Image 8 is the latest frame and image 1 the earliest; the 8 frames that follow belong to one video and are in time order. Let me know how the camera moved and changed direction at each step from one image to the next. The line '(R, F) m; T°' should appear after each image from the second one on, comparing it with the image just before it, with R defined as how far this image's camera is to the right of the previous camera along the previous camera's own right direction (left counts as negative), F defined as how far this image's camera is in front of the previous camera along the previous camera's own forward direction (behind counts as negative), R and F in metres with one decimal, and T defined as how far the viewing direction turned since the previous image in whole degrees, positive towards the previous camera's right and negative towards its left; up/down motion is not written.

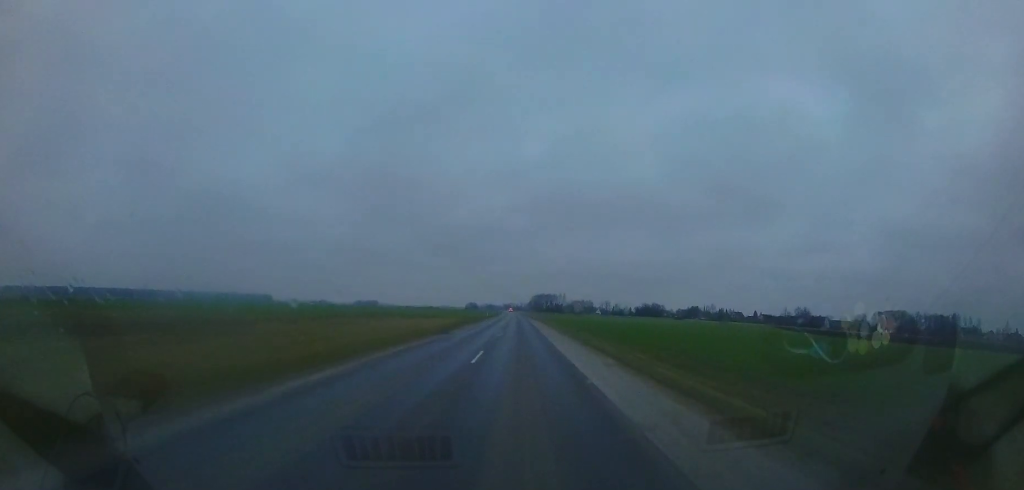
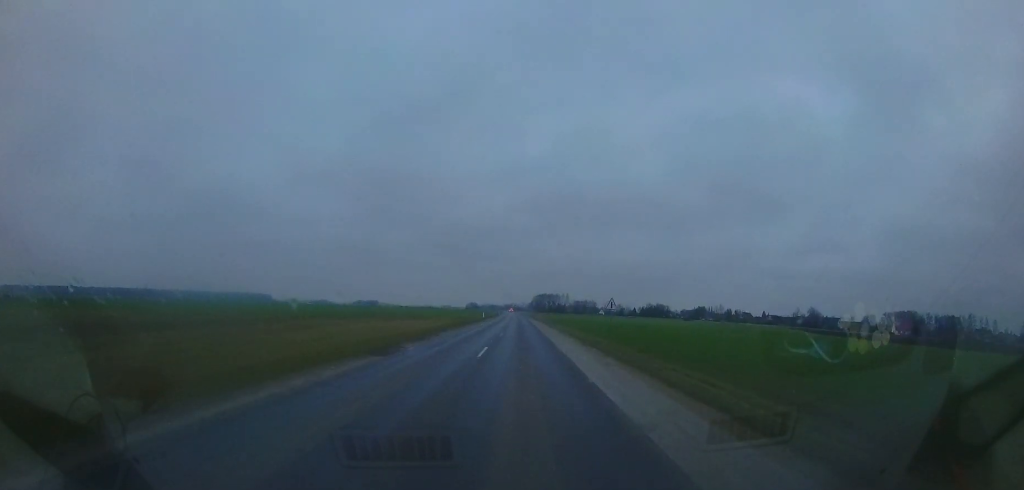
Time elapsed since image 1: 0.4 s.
(-0.1, +10.8) m; +1°
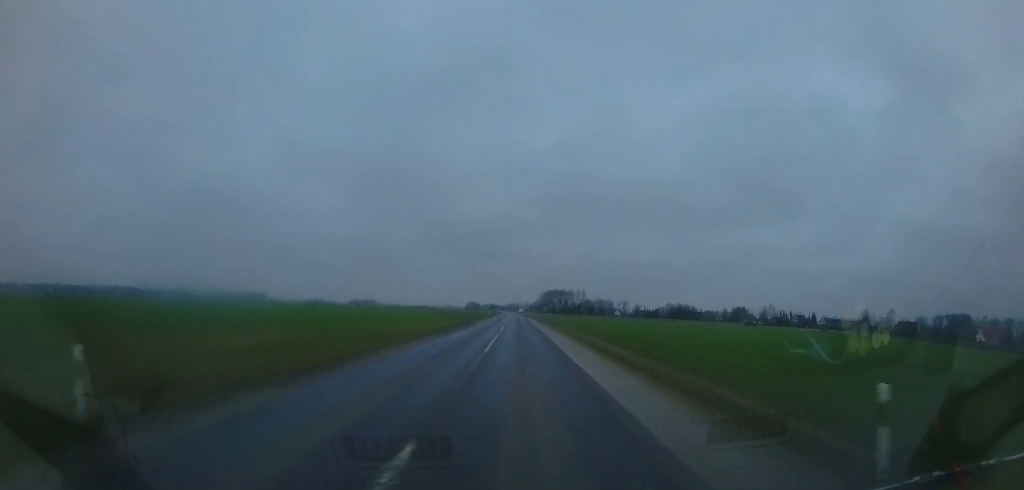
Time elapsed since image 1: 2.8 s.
(-1.6, +59.2) m; -2°
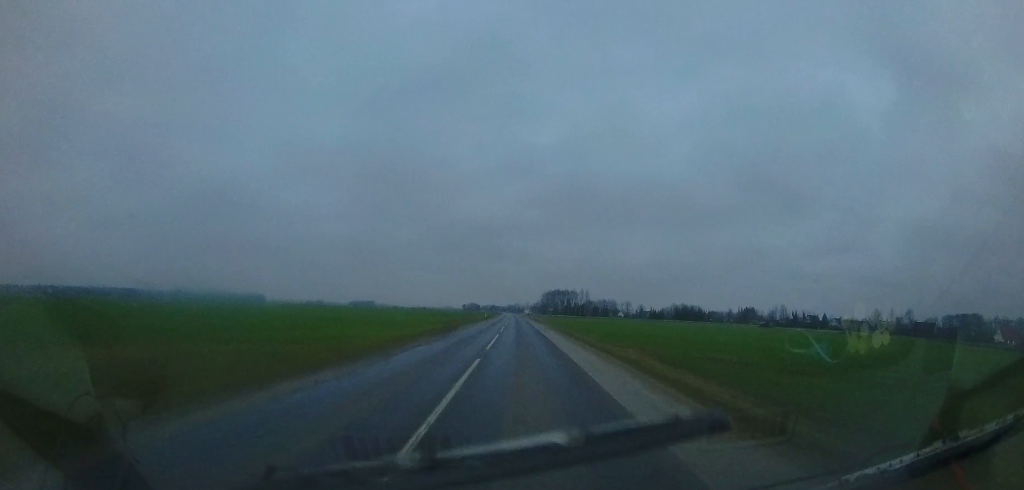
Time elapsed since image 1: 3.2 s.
(+0.5, +10.9) m; 0°
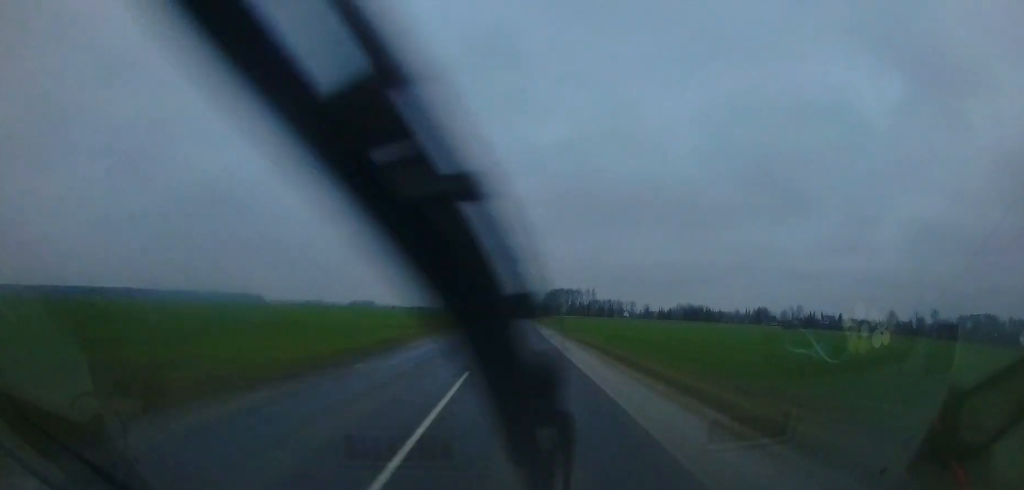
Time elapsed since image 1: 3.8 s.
(-0.2, +14.3) m; -1°
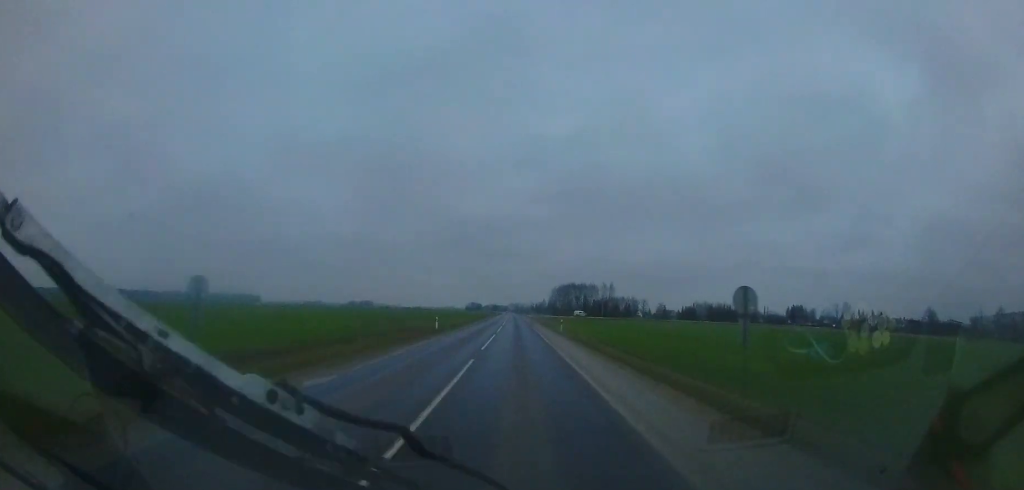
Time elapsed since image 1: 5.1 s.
(-0.6, +34.0) m; -1°
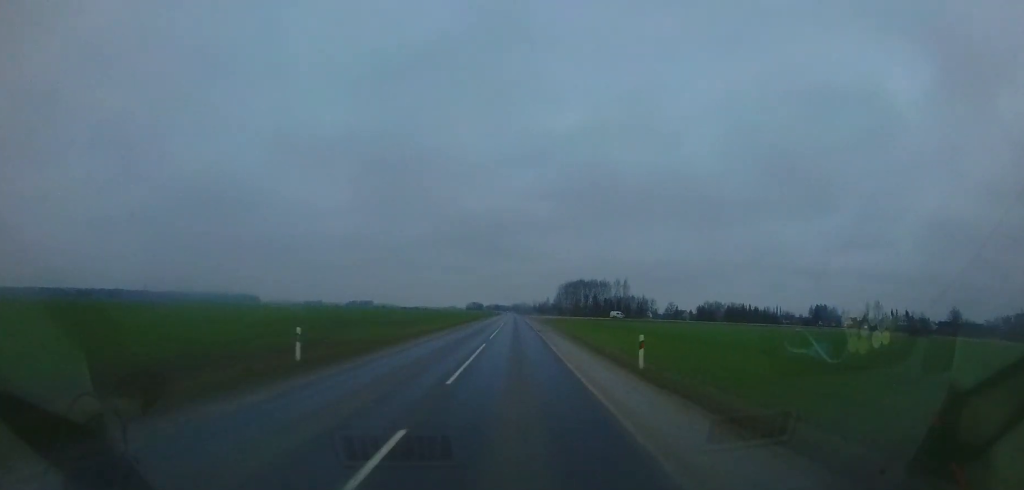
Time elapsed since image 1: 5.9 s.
(0.0, +19.1) m; -1°
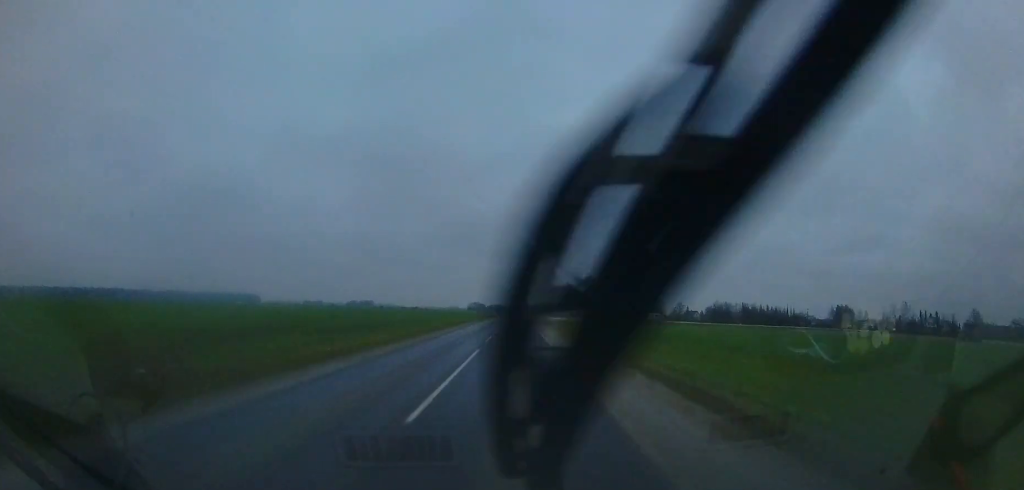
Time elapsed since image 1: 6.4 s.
(+0.1, +14.9) m; -1°
